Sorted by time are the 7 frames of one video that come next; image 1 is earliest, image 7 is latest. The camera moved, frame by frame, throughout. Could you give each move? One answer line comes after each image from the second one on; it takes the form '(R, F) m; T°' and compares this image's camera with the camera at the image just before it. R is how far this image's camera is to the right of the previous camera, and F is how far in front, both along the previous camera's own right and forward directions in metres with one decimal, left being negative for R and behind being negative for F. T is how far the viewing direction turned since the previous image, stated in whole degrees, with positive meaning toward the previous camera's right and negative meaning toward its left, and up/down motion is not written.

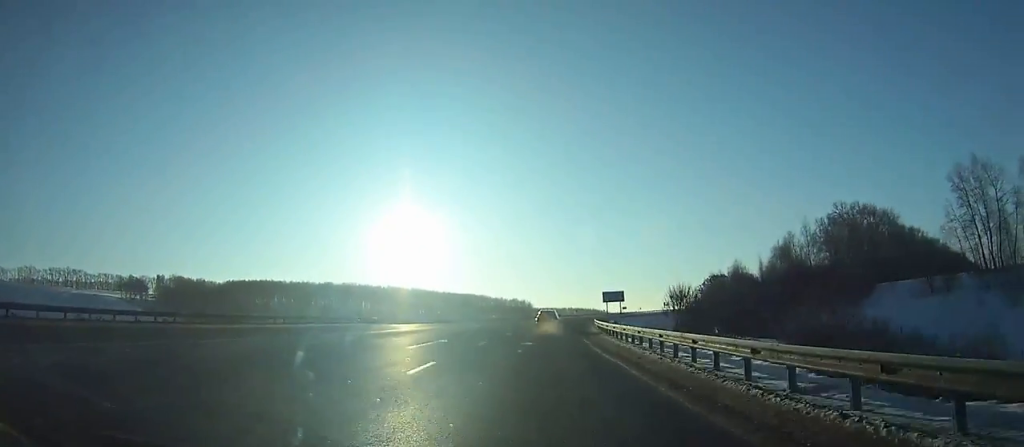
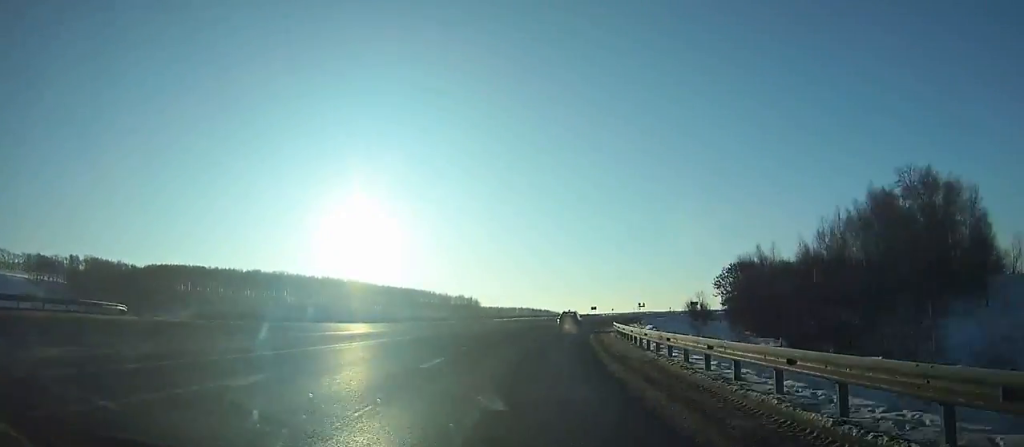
(+2.6, +46.1) m; +6°
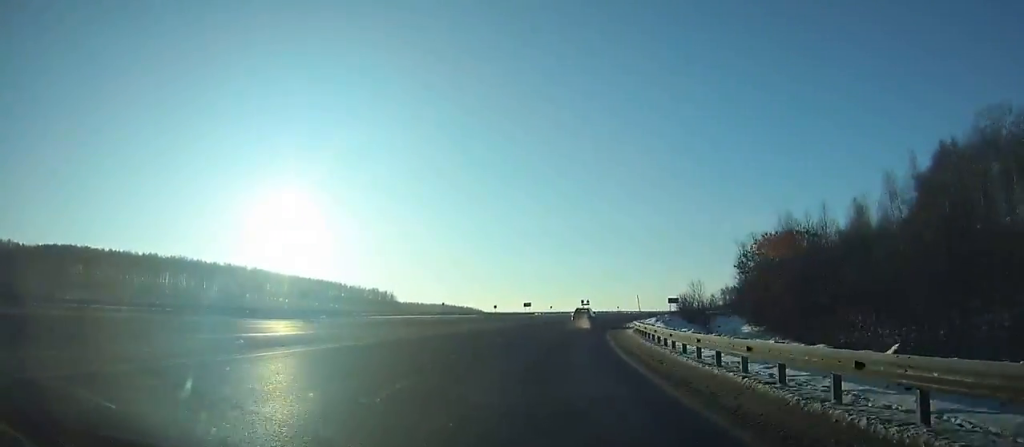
(+2.7, +41.9) m; +7°
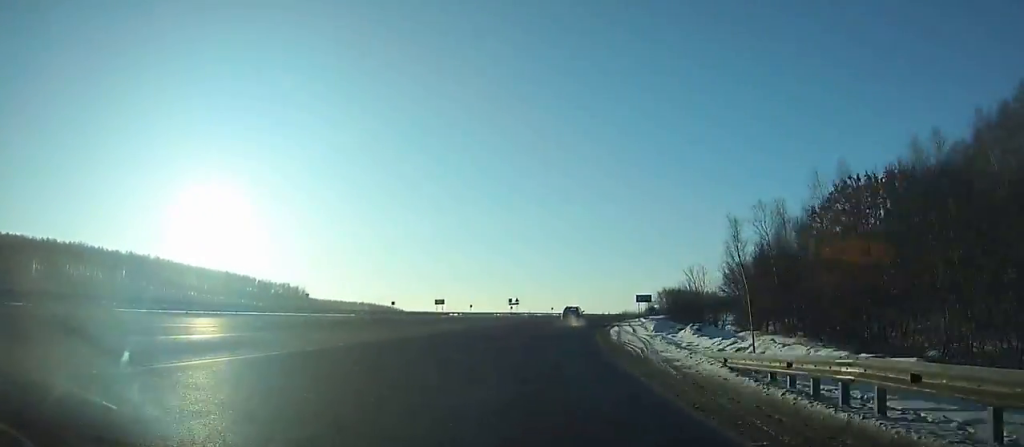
(-0.2, +29.9) m; +5°
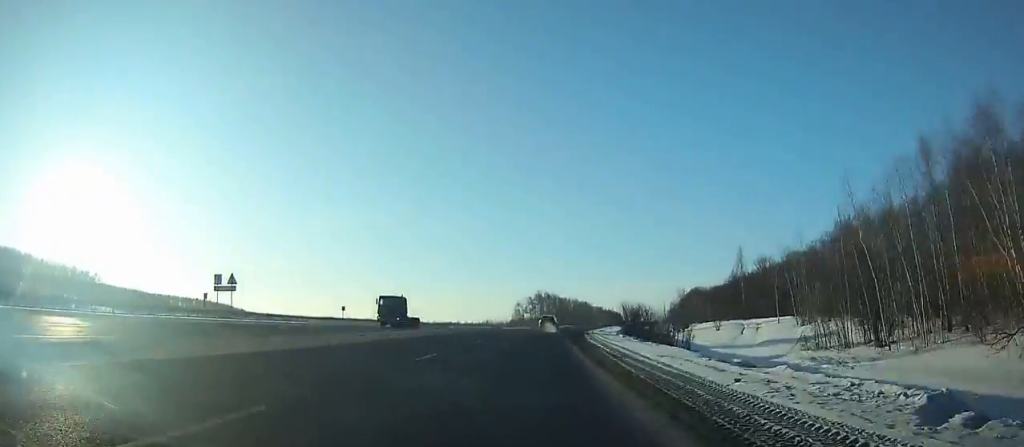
(+12.2, +81.3) m; +14°
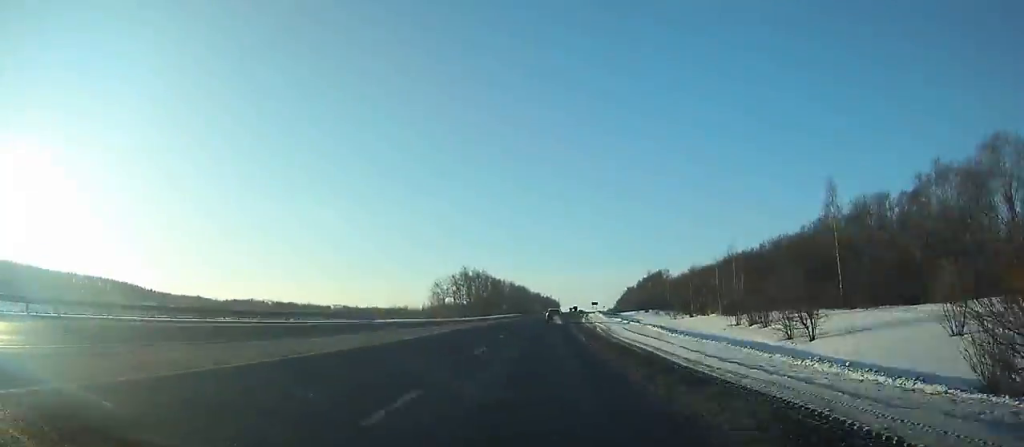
(+5.4, +69.1) m; +7°
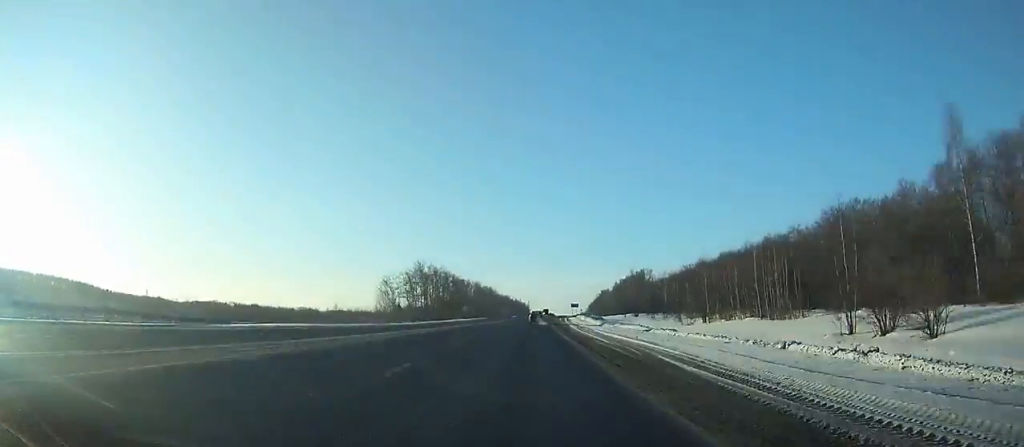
(+0.4, +30.9) m; +3°
